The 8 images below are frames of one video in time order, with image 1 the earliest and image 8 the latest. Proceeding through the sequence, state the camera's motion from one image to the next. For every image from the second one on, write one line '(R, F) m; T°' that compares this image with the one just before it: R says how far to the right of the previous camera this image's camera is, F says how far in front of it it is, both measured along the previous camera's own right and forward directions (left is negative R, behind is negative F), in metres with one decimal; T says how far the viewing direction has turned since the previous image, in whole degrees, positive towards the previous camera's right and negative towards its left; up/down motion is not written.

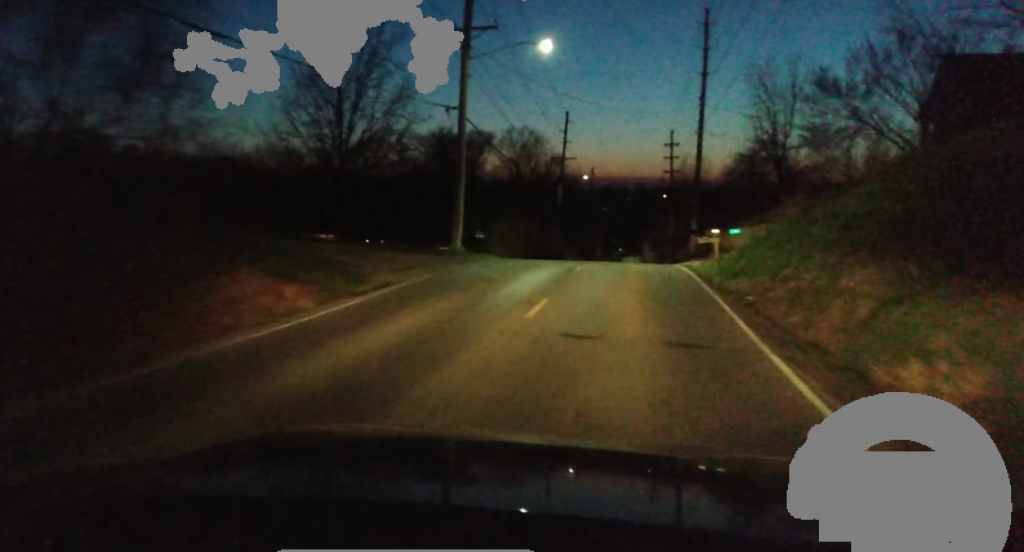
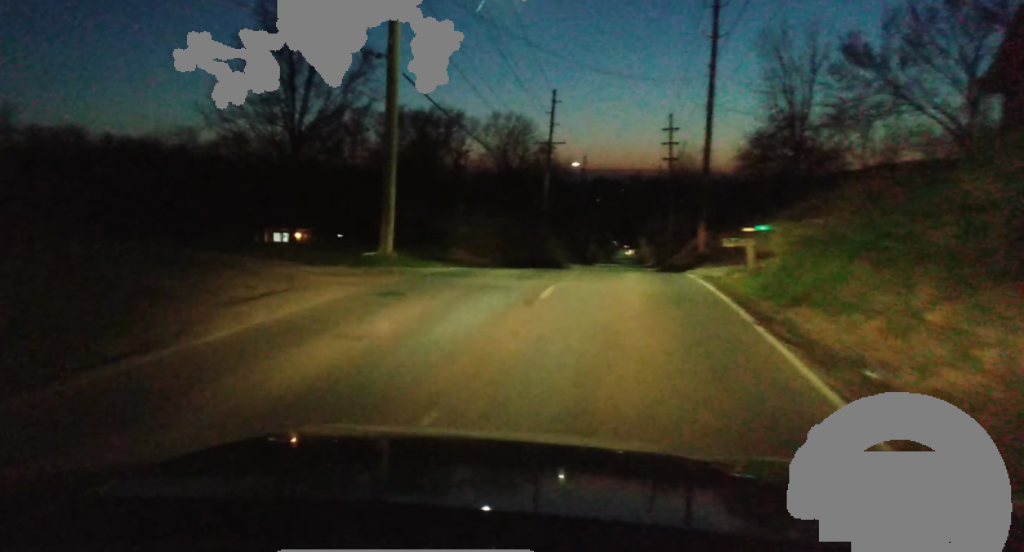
(-0.1, +10.4) m; 0°
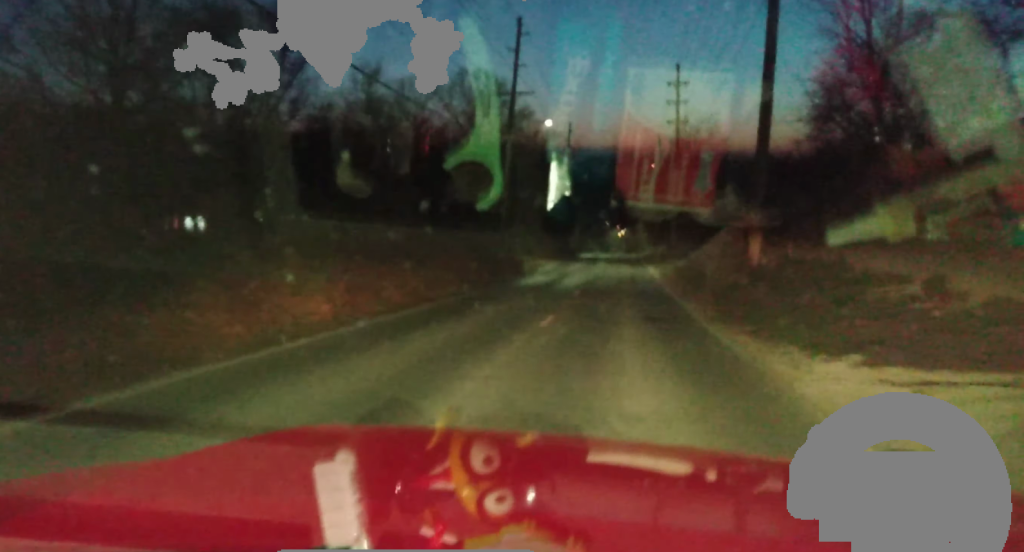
(0.0, +23.6) m; 0°
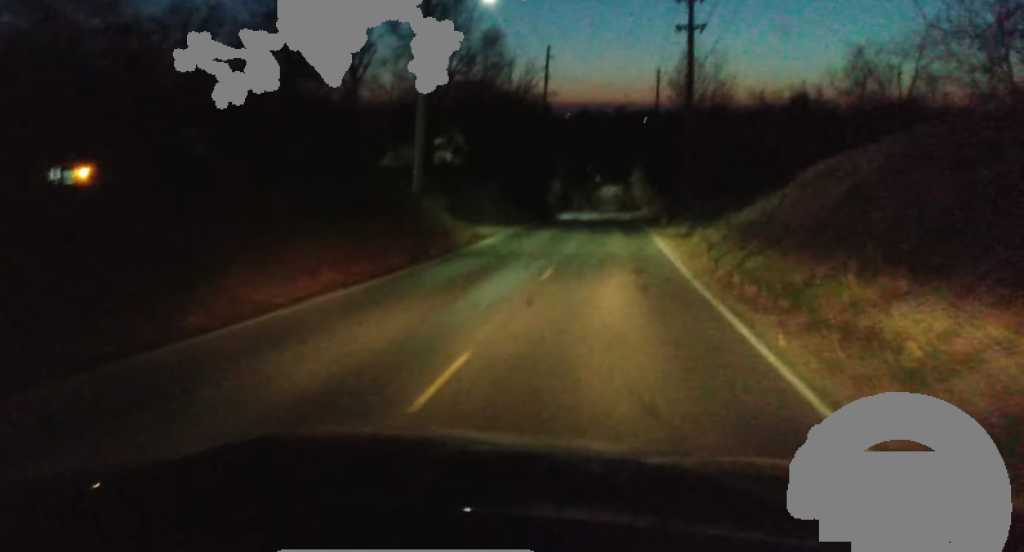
(+0.5, +23.0) m; +2°
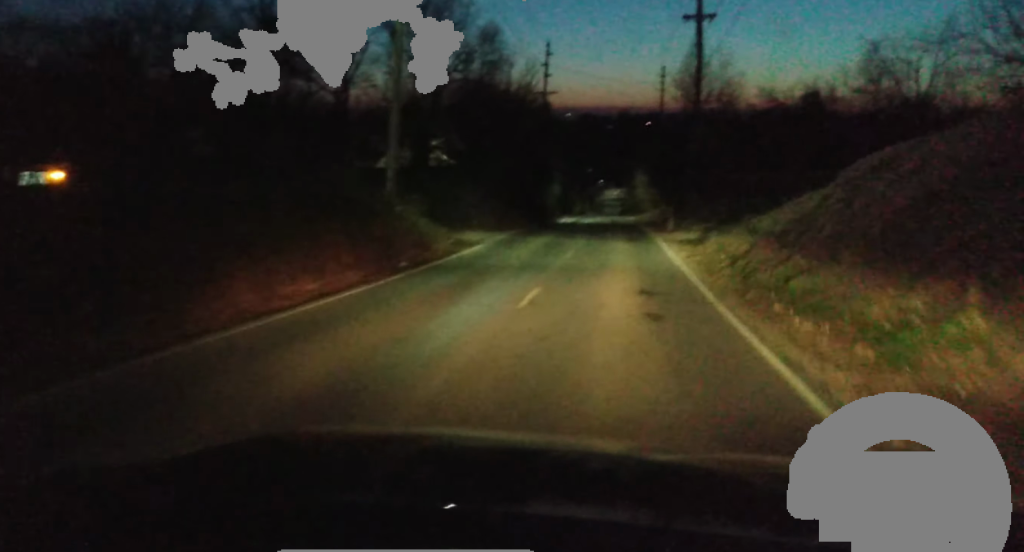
(0.0, +5.0) m; 0°
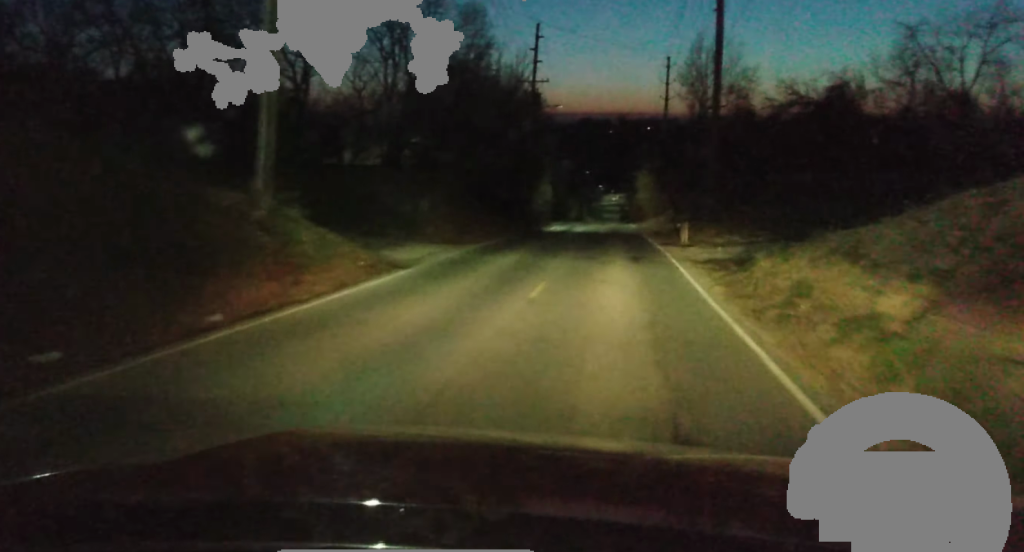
(0.0, +10.6) m; -1°
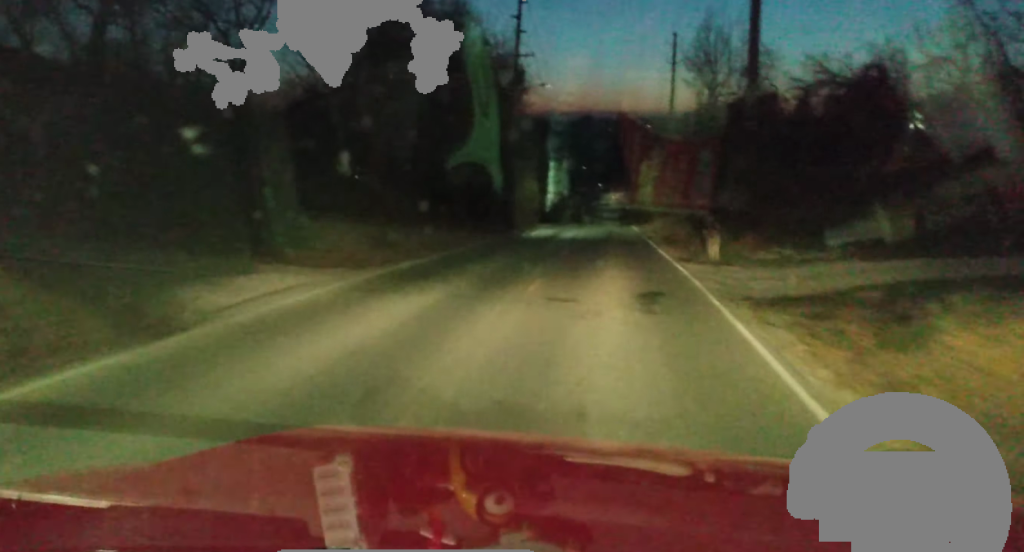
(-0.1, +12.1) m; -1°
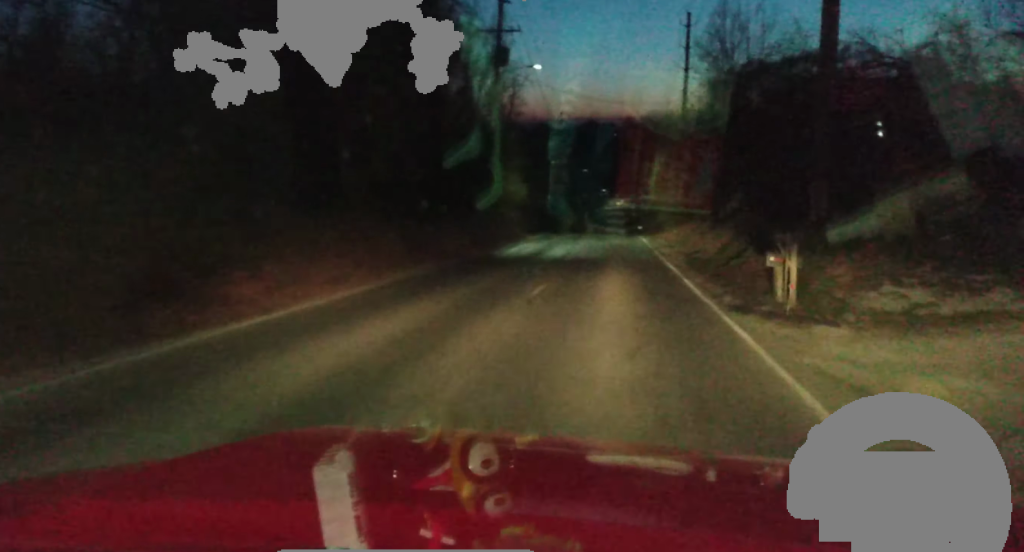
(-0.1, +11.0) m; 0°
